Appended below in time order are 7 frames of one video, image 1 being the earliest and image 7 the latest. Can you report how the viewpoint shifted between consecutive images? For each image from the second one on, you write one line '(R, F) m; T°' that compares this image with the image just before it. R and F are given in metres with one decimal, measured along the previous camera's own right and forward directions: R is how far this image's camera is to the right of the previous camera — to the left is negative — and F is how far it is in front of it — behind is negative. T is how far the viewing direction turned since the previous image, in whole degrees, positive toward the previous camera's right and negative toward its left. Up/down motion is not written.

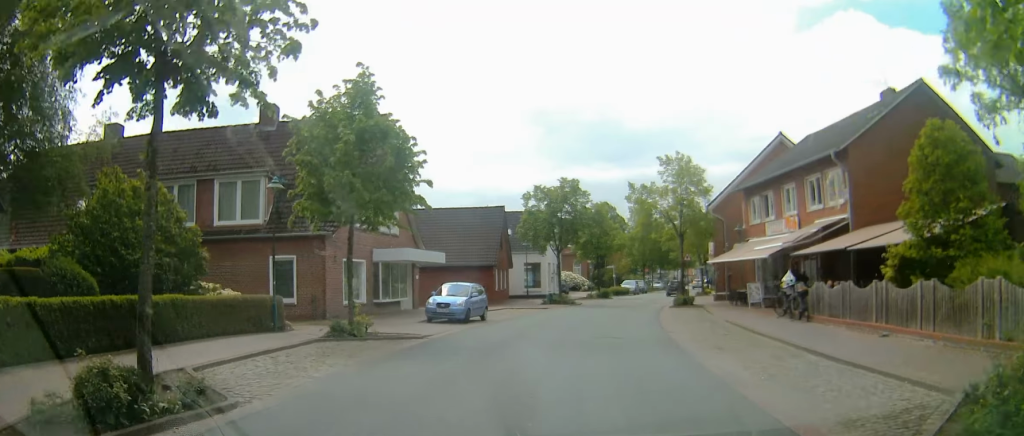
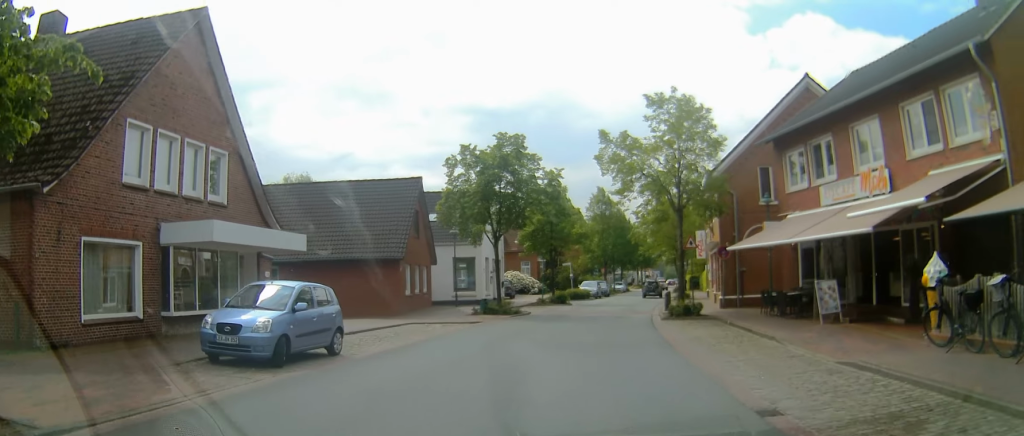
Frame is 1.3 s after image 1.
(0.0, +13.3) m; +6°
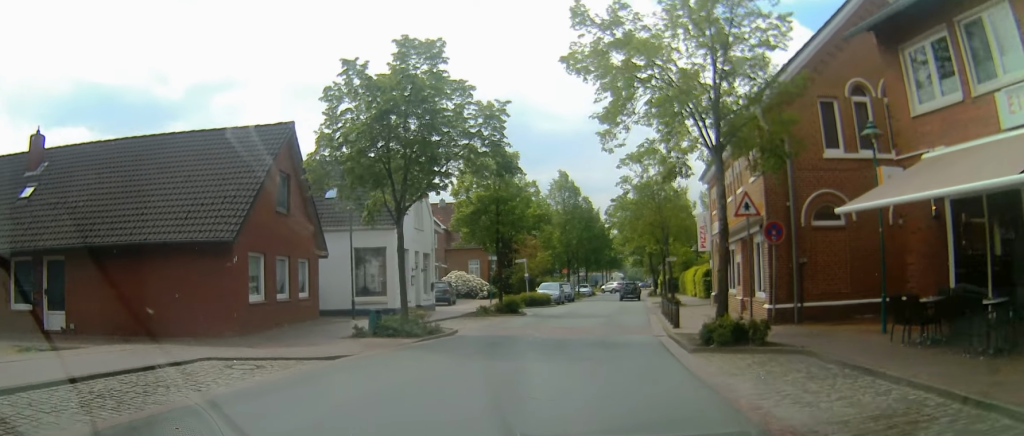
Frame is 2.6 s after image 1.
(+1.3, +12.4) m; +8°
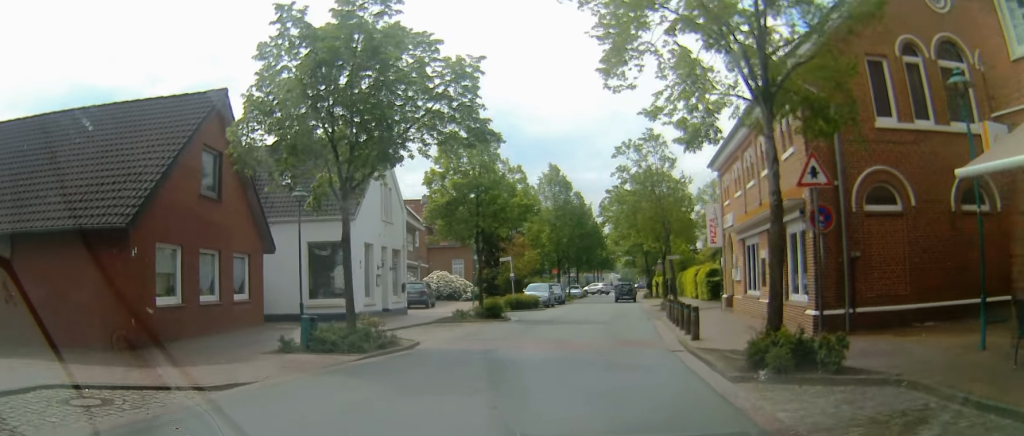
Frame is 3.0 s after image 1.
(0.0, +4.3) m; +1°
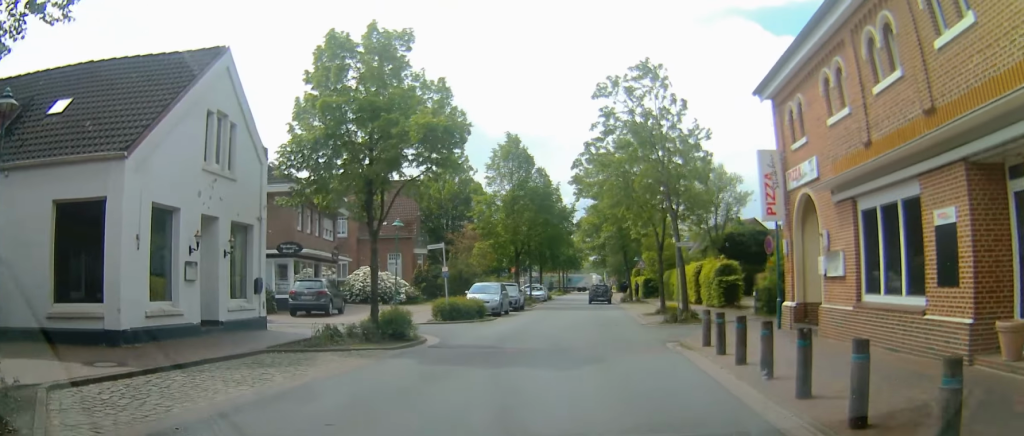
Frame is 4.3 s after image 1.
(+0.2, +12.3) m; +2°
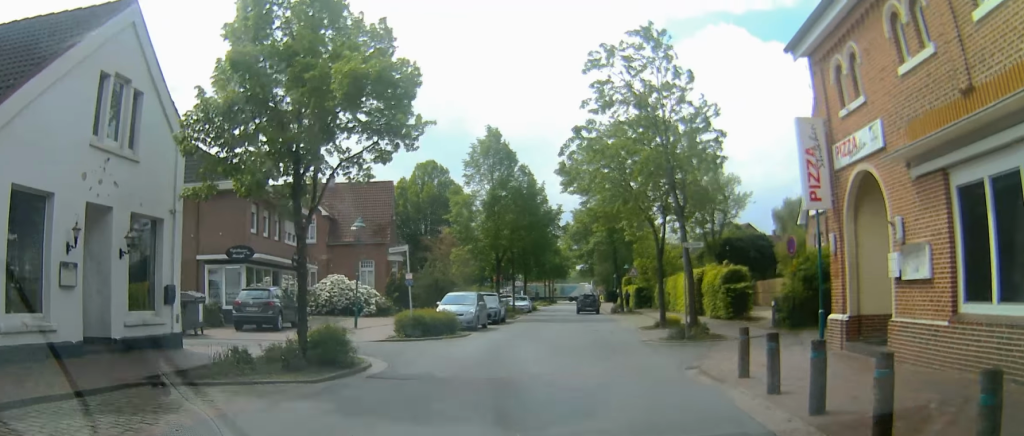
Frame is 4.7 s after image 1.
(0.0, +4.1) m; +1°
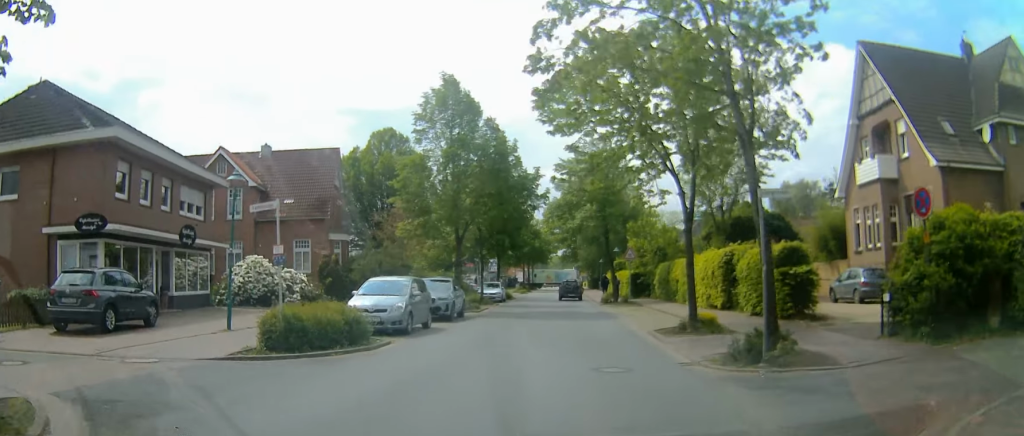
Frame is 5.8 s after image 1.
(+0.1, +9.7) m; +1°
